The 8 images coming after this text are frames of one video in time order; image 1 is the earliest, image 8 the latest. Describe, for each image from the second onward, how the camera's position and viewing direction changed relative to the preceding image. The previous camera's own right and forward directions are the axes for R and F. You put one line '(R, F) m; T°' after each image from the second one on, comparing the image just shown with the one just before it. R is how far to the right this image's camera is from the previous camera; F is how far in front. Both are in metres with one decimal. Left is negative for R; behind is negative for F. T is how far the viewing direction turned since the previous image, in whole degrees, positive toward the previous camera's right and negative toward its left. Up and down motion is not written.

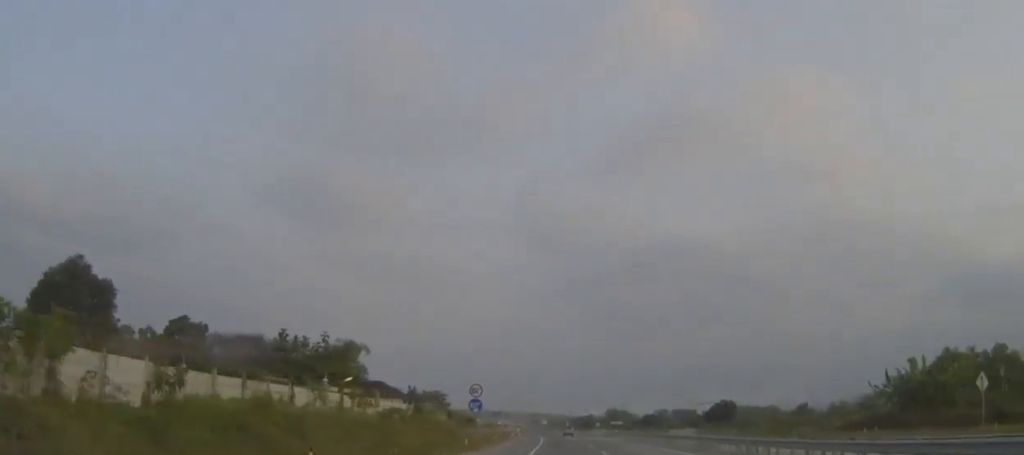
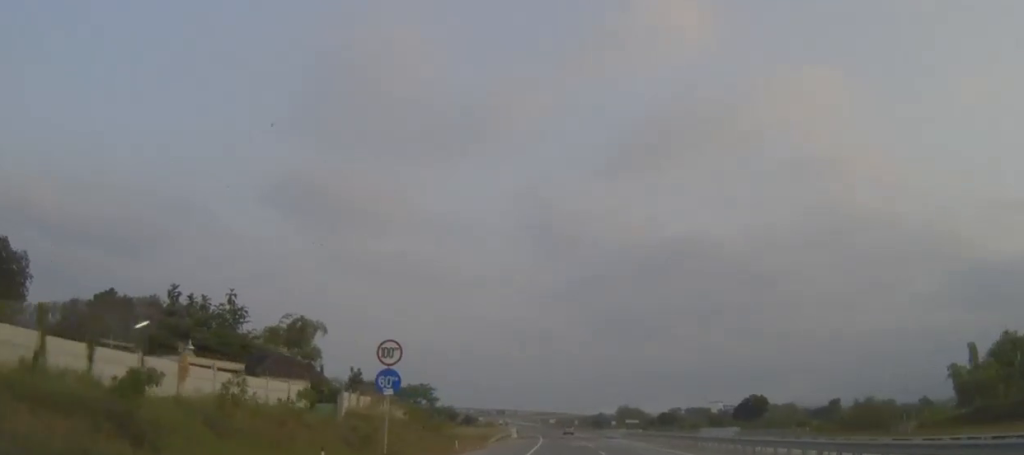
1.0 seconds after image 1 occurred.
(-0.2, +25.9) m; -1°
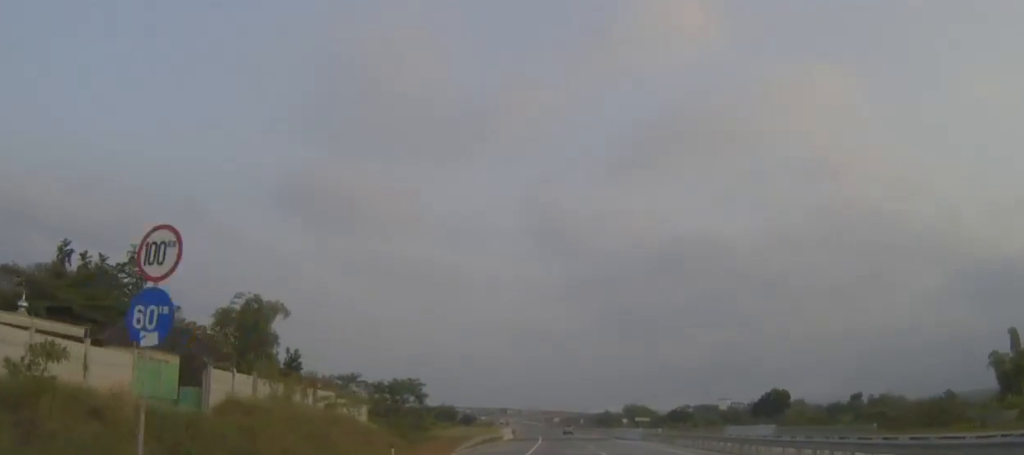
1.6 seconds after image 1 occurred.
(0.0, +15.5) m; 0°
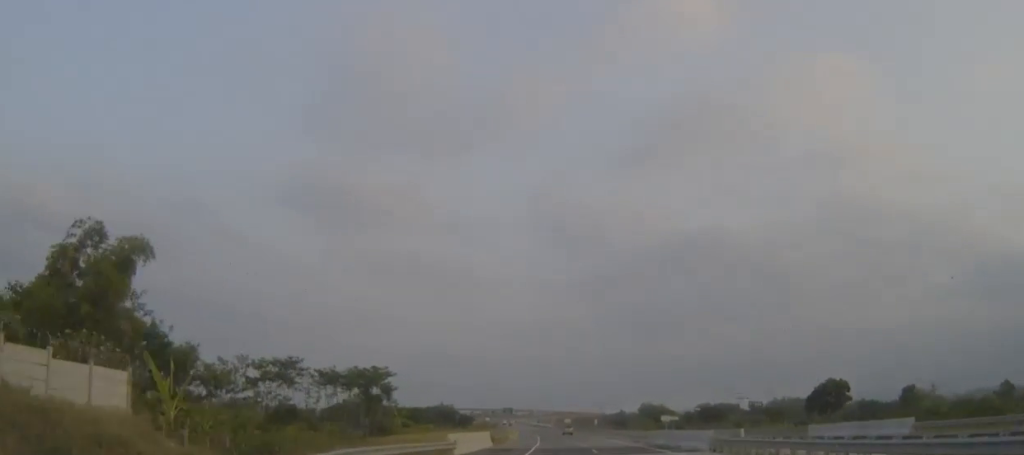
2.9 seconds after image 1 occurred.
(-0.2, +32.2) m; -1°
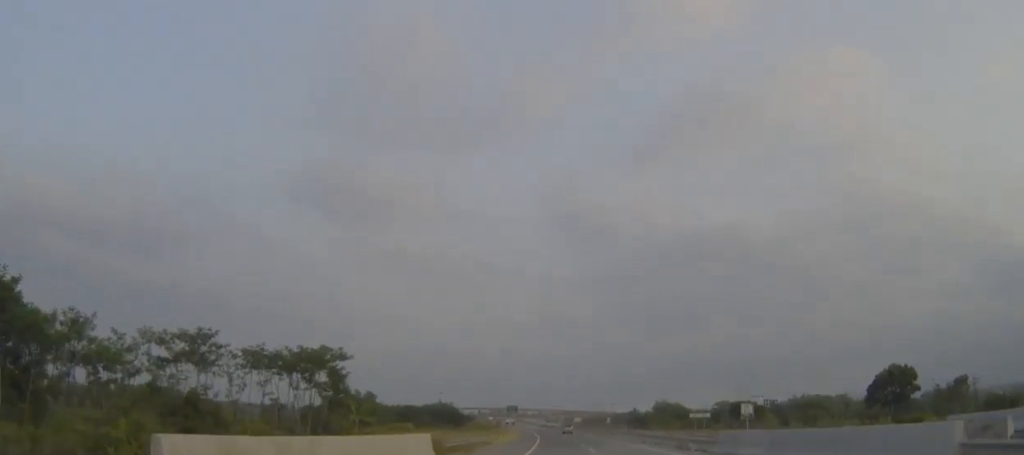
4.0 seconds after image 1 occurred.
(-0.2, +26.5) m; -1°
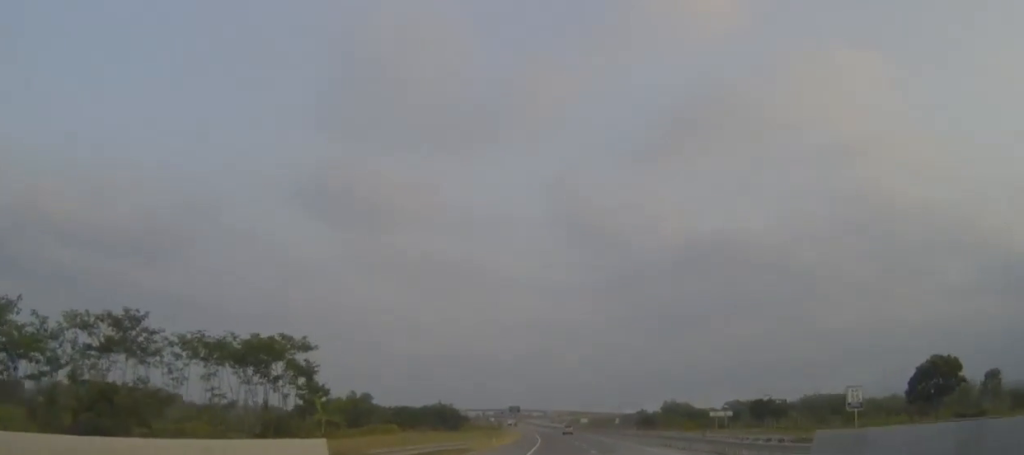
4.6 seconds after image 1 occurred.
(0.0, +13.8) m; 0°
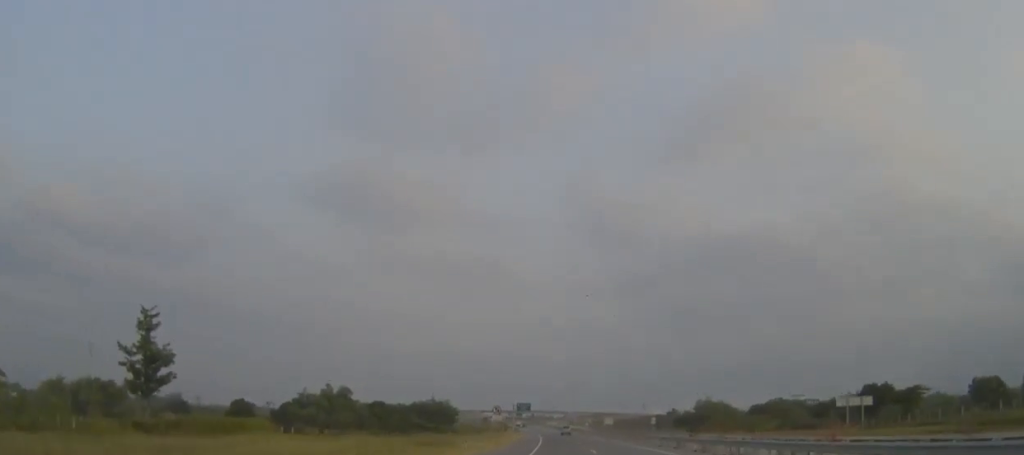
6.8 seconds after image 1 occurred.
(-0.7, +49.2) m; -2°
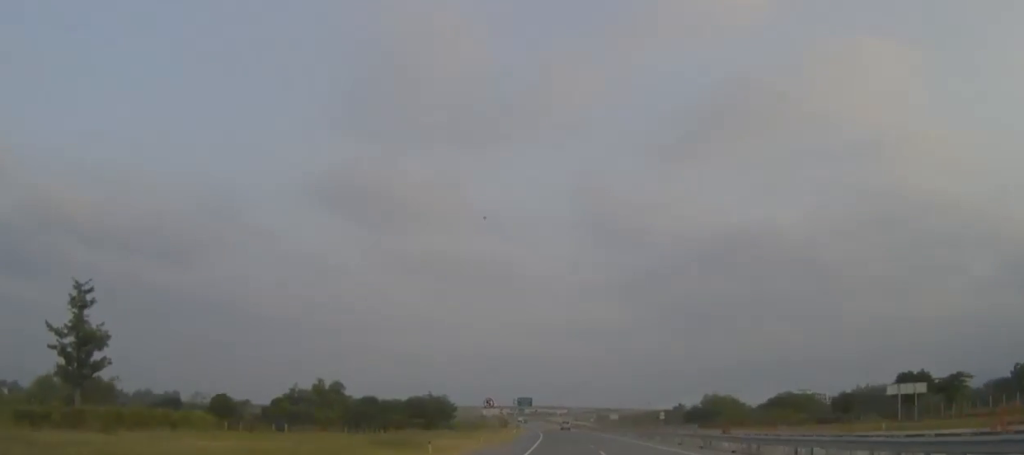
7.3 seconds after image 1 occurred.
(0.0, +10.3) m; 0°
